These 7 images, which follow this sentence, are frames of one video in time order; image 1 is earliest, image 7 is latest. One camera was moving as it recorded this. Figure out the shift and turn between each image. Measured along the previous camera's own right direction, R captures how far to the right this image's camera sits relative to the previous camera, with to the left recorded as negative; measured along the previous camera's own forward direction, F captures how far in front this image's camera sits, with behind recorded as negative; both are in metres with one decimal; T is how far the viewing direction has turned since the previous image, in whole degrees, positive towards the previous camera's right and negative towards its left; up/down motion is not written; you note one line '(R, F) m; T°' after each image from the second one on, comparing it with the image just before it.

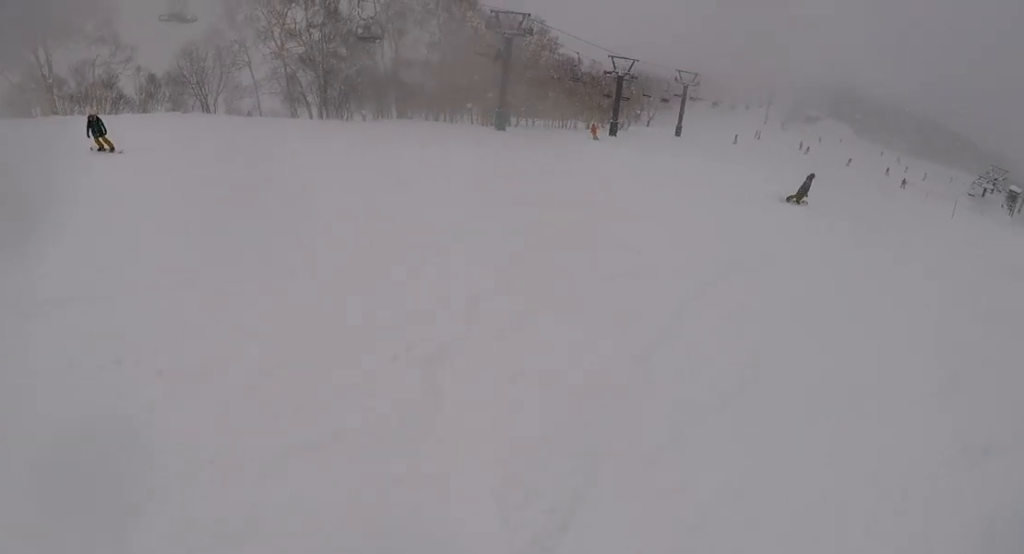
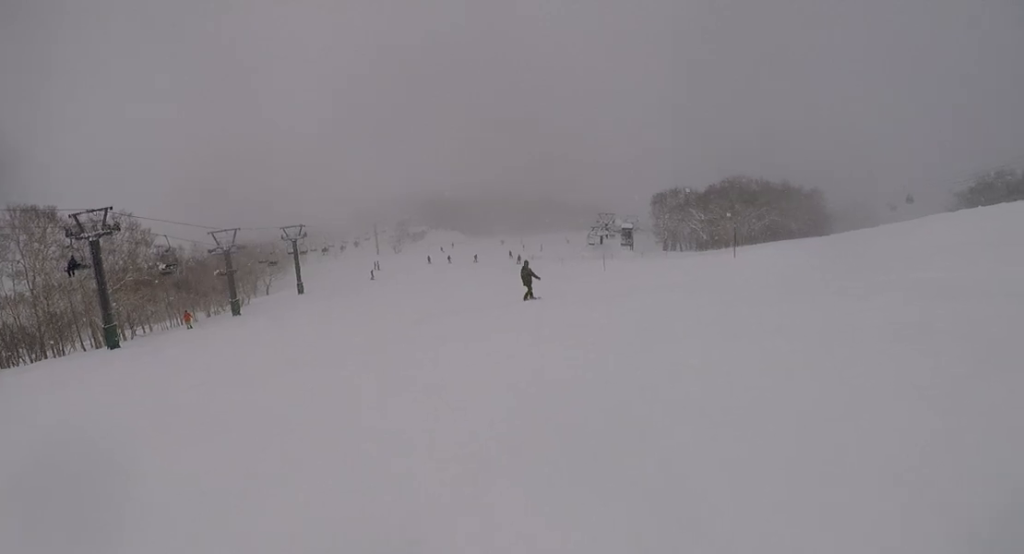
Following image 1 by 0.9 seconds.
(+0.6, +4.9) m; +7°
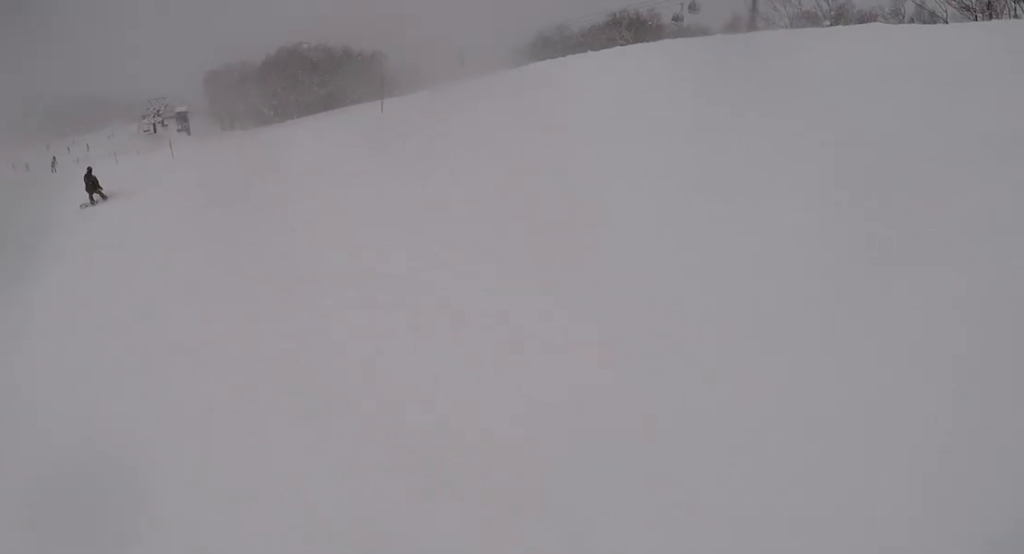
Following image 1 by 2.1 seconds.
(+0.4, +6.0) m; +16°
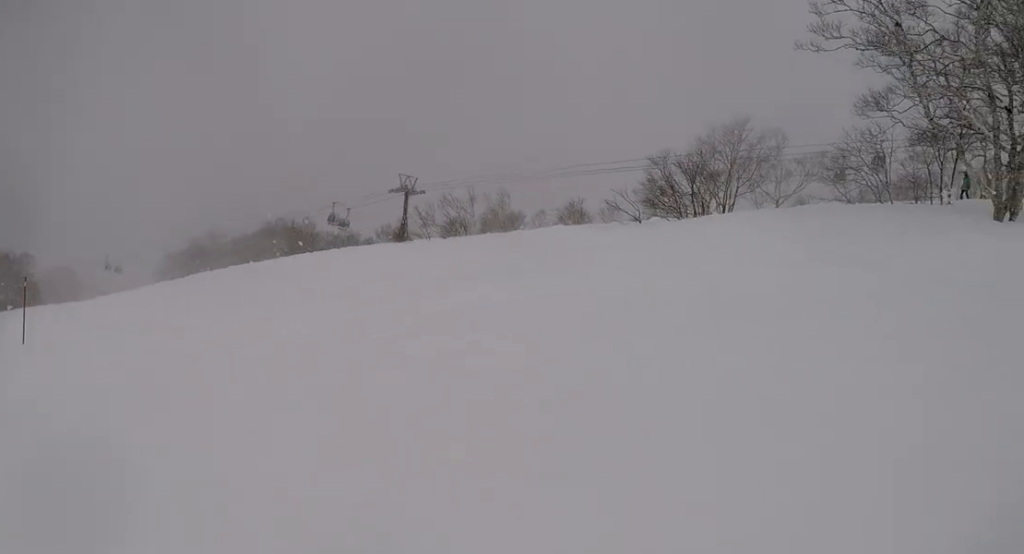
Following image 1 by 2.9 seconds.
(+0.5, +3.6) m; +20°
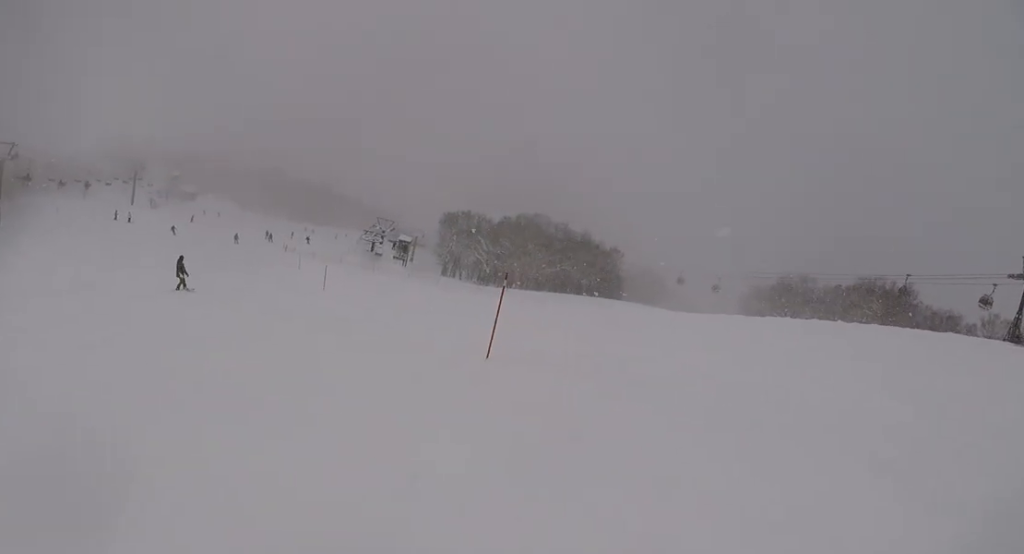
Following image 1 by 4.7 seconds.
(+1.1, +6.3) m; -27°
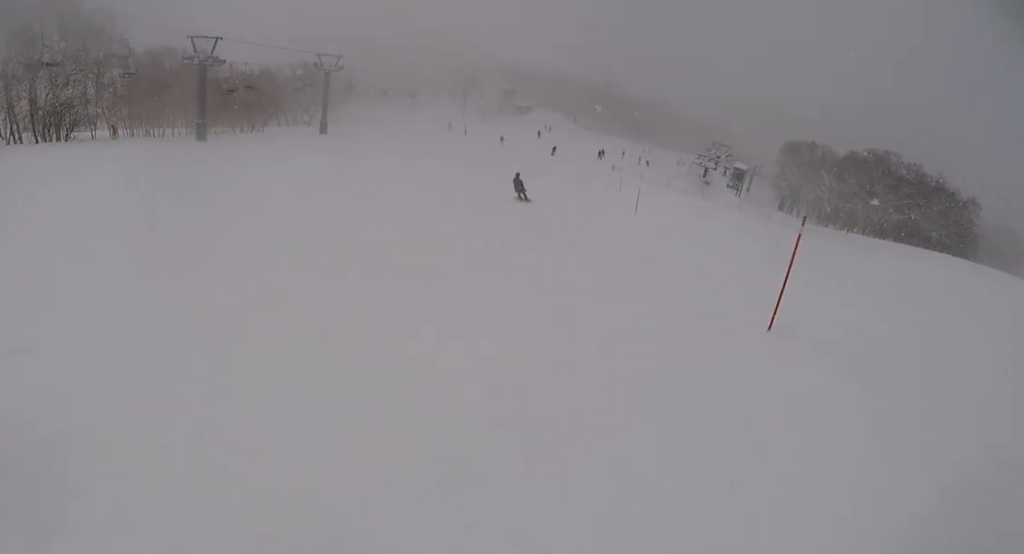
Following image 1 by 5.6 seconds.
(-1.4, +3.4) m; -23°
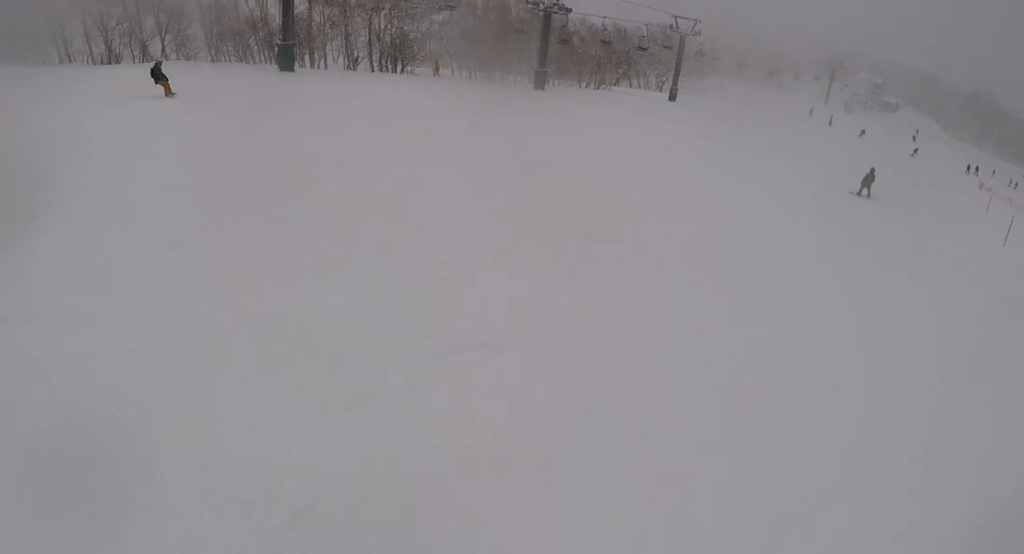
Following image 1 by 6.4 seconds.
(-0.6, +4.4) m; -7°
